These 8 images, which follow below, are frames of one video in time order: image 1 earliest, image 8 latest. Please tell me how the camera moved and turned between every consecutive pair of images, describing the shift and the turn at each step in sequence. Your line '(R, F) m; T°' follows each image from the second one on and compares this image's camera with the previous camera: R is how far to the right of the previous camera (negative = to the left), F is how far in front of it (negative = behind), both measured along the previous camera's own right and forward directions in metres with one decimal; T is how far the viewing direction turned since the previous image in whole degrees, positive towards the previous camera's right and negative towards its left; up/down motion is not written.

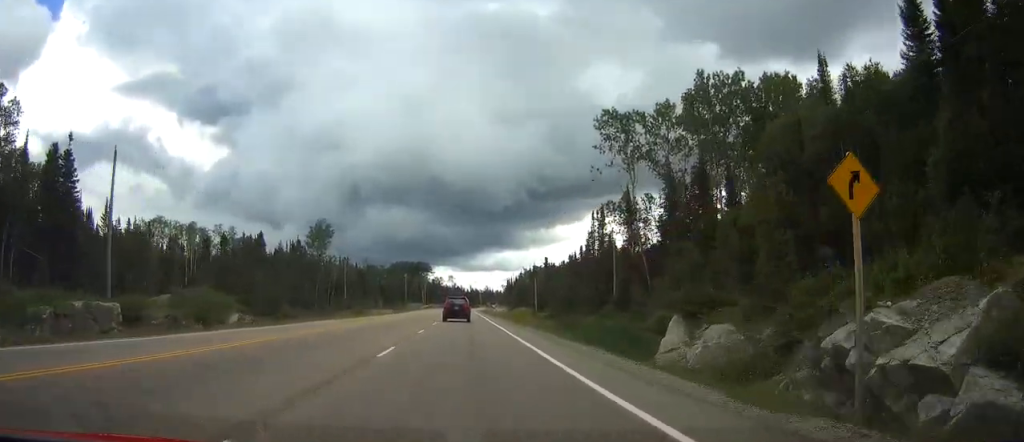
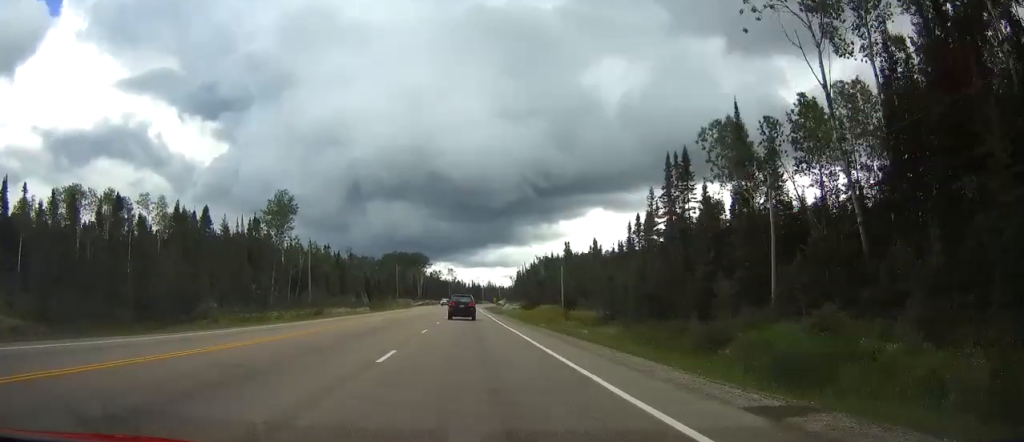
(-0.1, +37.5) m; 0°
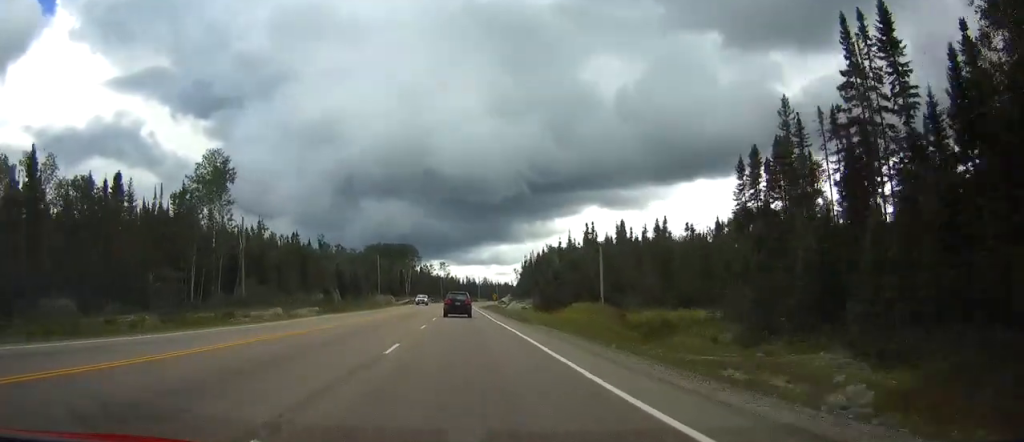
(+0.1, +34.3) m; 0°
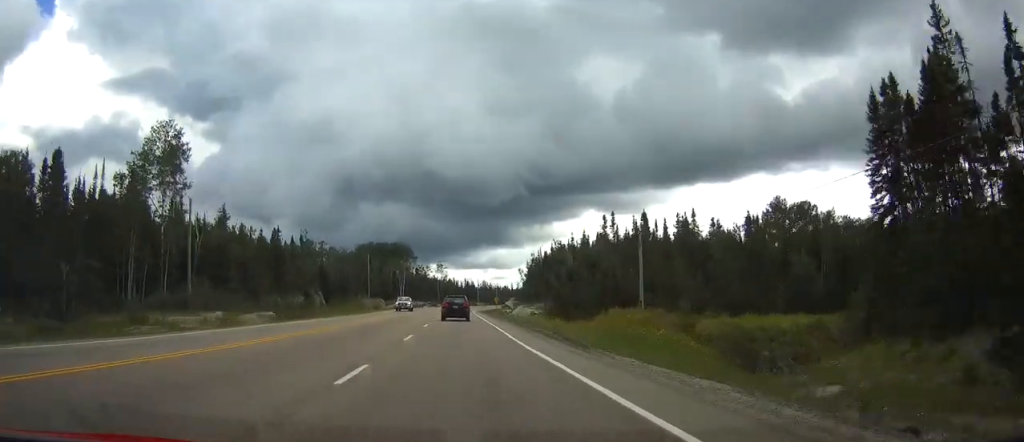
(+0.1, +17.2) m; 0°
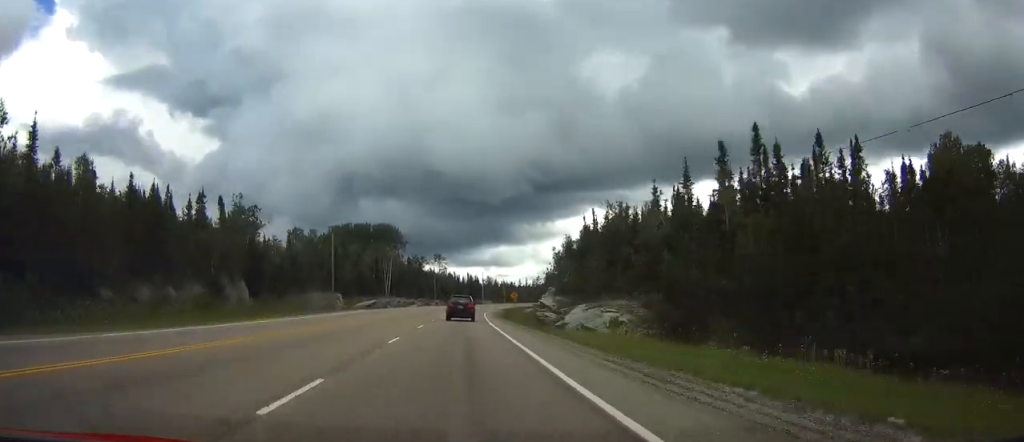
(0.0, +50.5) m; 0°
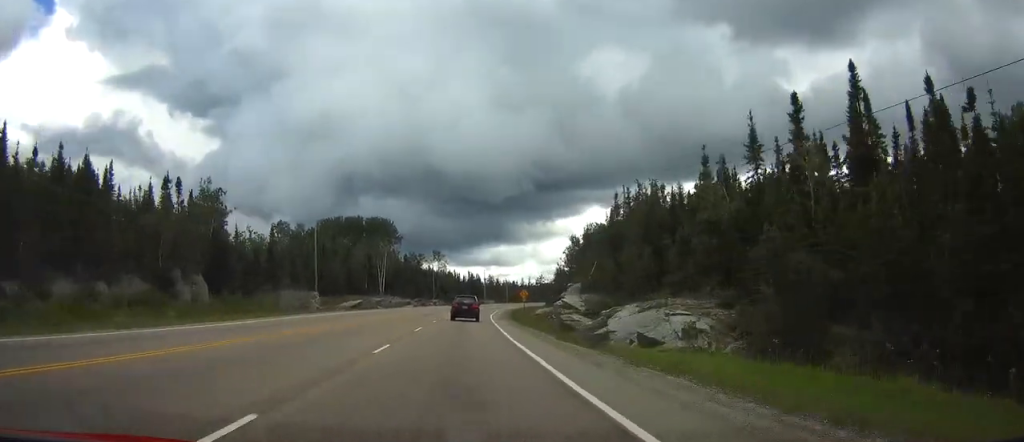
(0.0, +15.0) m; 0°
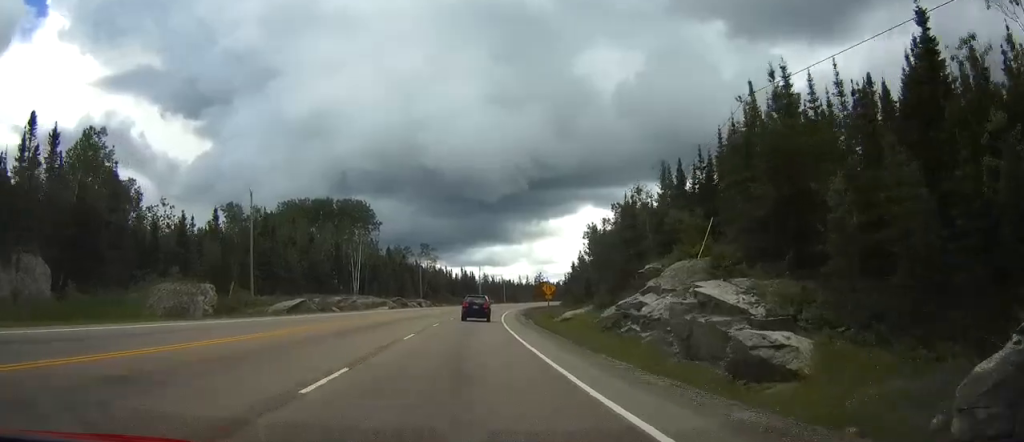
(+0.2, +31.1) m; +1°
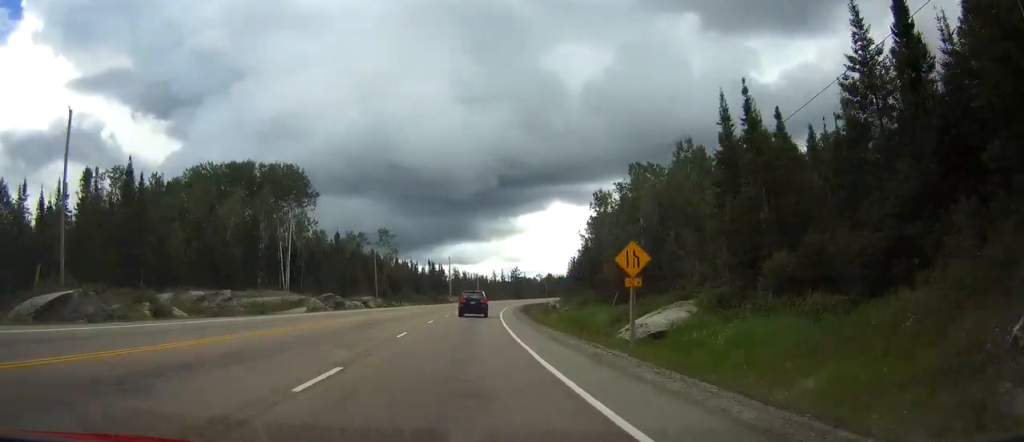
(+0.7, +36.5) m; +3°
